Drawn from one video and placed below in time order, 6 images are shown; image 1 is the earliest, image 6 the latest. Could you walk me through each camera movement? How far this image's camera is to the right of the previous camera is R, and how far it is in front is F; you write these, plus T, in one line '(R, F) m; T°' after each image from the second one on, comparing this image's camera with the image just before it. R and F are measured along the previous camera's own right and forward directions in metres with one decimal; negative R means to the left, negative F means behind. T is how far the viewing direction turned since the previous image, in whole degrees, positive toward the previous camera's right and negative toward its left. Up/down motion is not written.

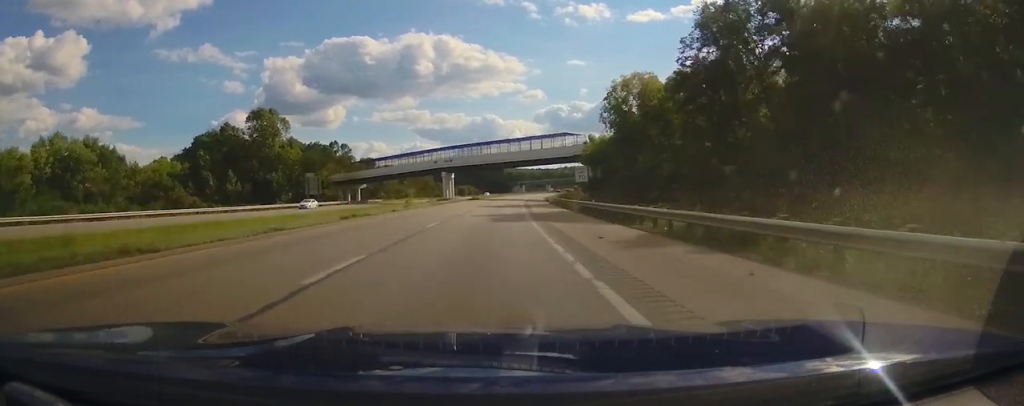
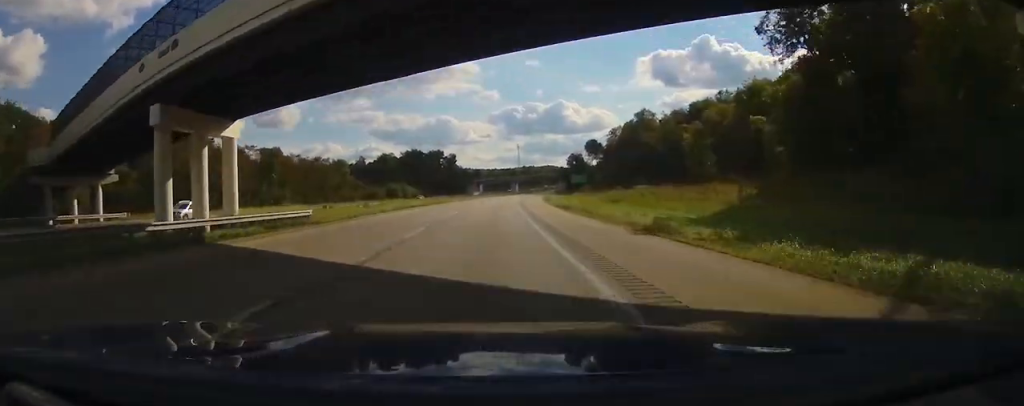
(0.0, +90.3) m; 0°
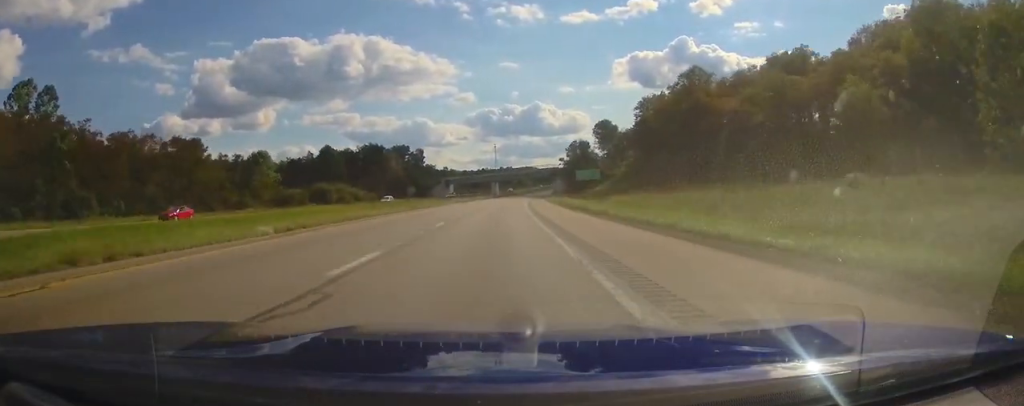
(0.0, +55.3) m; +1°
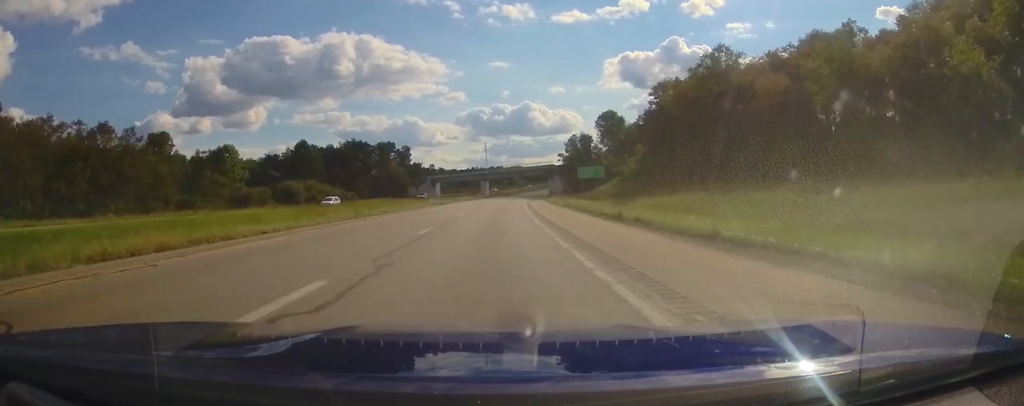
(-0.4, +15.9) m; +1°
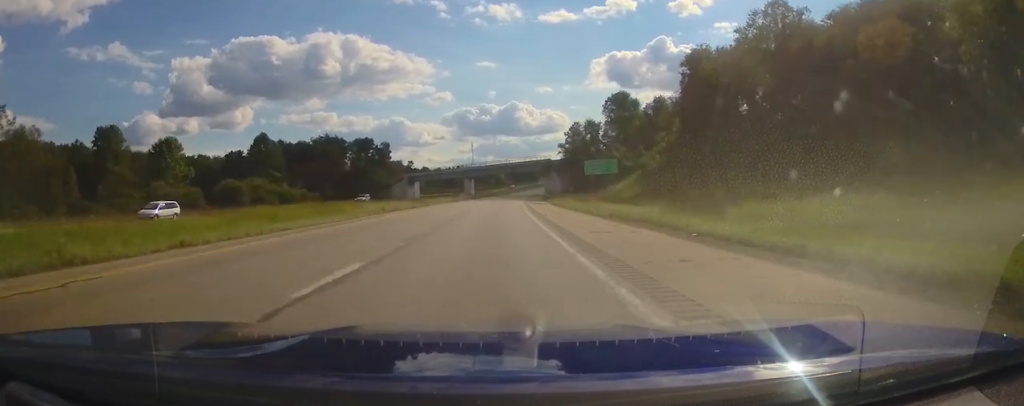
(+1.1, +22.5) m; +4°
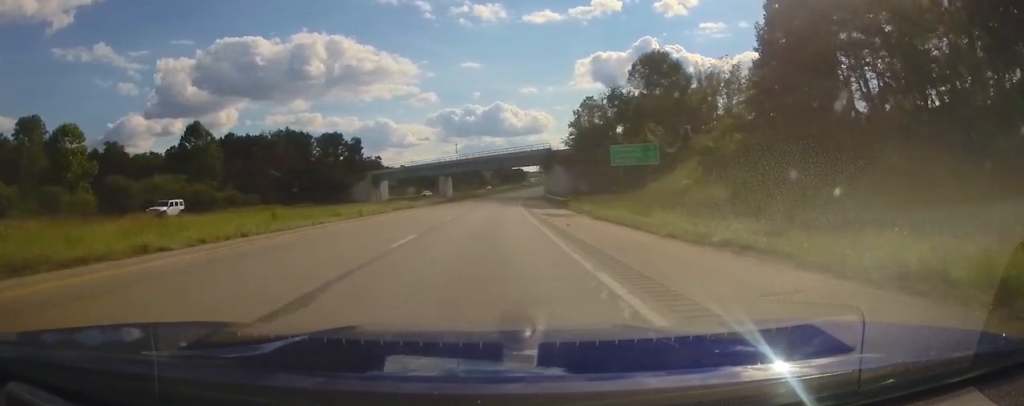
(+1.4, +30.2) m; +3°
